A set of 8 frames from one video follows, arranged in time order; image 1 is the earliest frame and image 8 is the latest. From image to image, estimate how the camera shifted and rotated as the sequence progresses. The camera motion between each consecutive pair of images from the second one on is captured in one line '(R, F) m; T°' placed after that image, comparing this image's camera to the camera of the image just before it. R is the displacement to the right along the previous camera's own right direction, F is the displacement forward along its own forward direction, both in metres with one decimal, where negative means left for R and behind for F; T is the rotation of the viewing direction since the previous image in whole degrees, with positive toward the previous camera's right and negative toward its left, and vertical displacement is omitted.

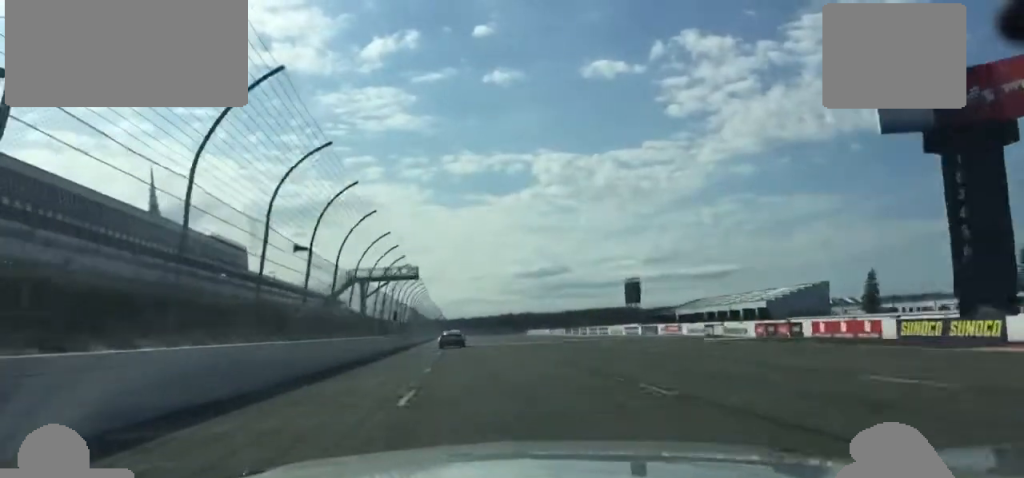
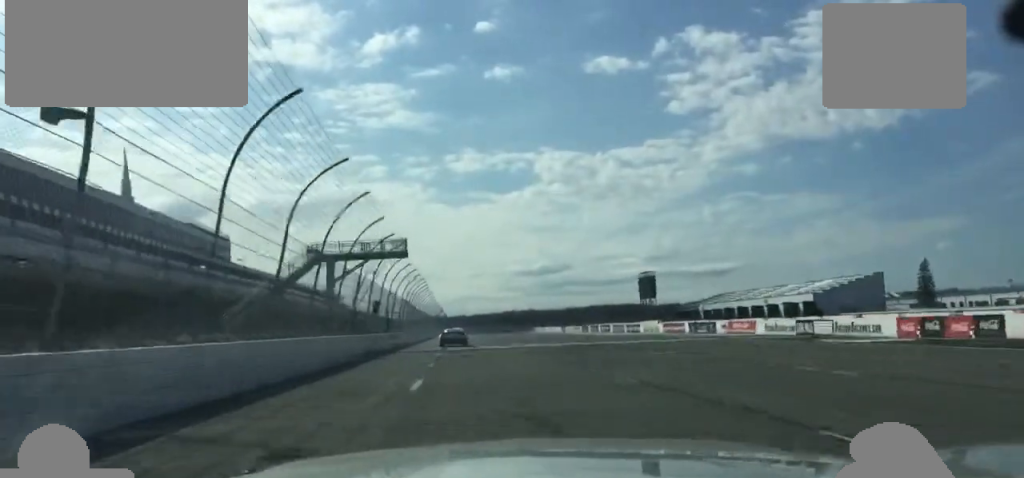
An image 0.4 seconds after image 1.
(+0.1, +20.6) m; 0°
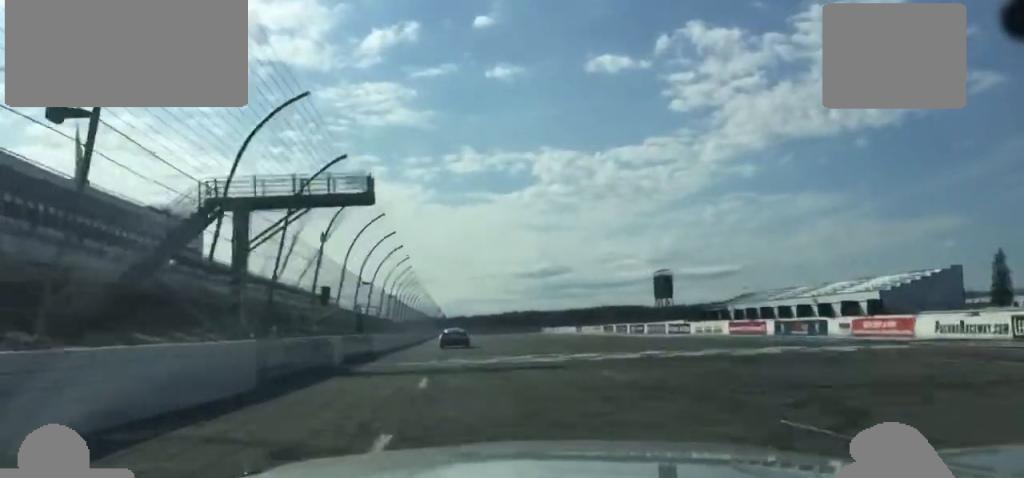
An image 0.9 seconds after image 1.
(-0.1, +22.2) m; 0°
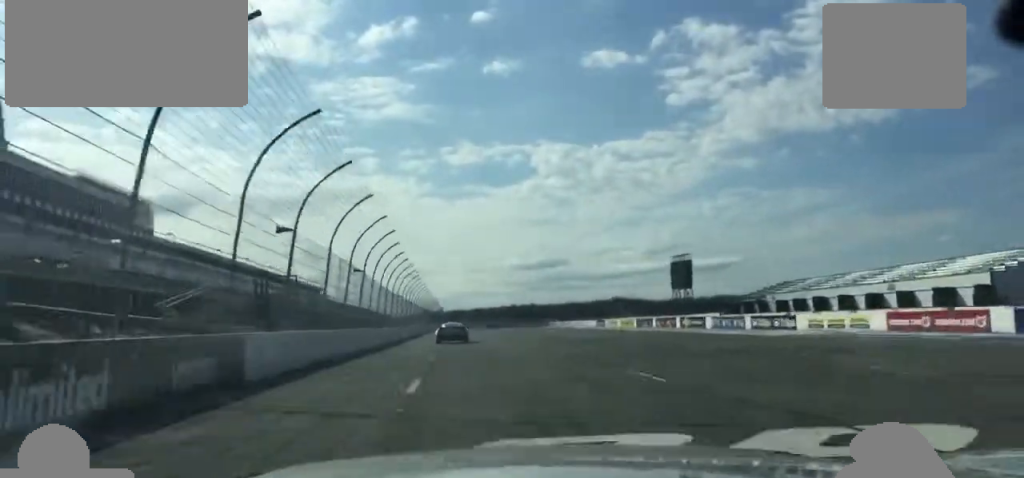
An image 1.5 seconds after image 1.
(-0.2, +27.0) m; 0°
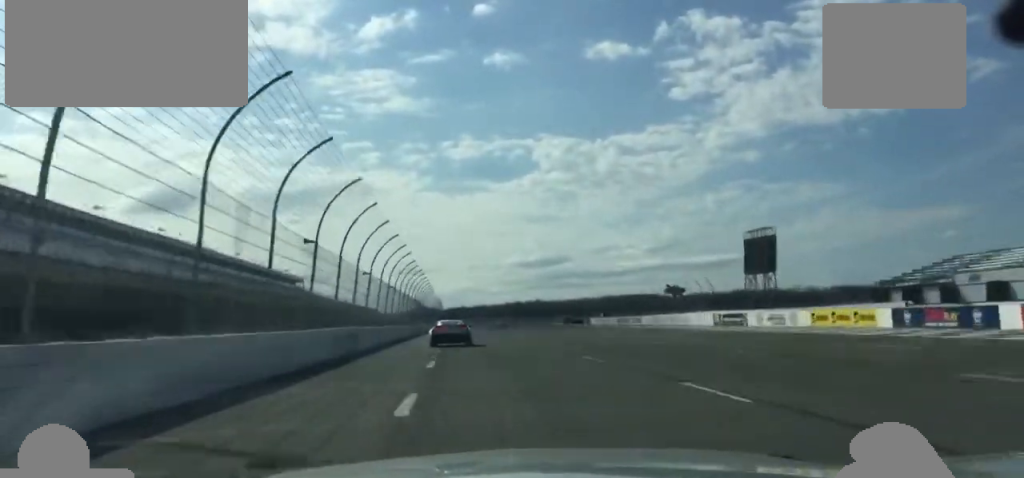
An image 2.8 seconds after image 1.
(+0.1, +60.8) m; 0°
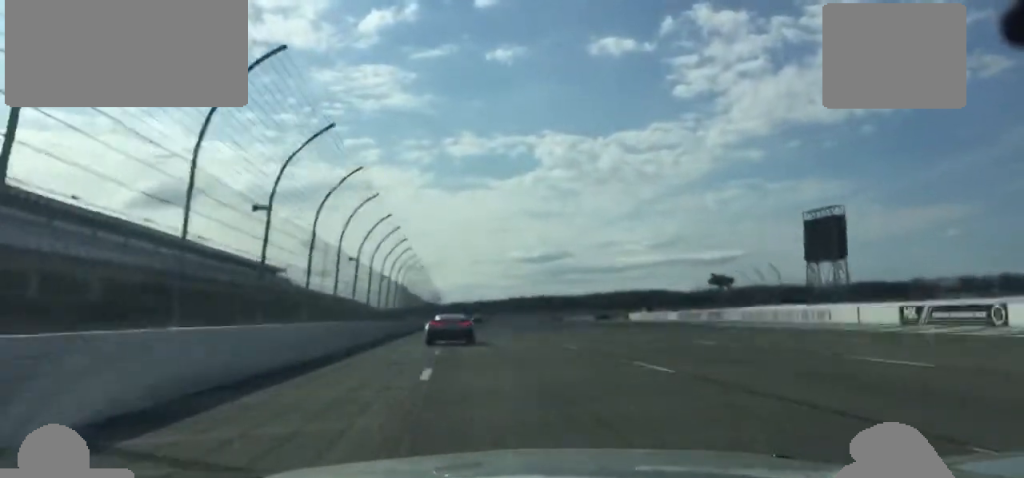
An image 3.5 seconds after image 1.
(0.0, +29.9) m; 0°
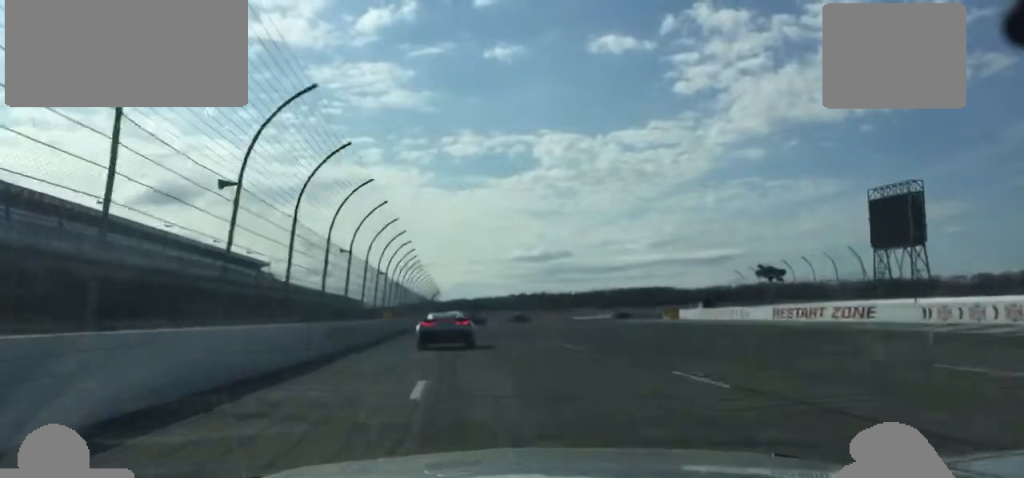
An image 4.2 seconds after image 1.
(+0.1, +25.6) m; 0°
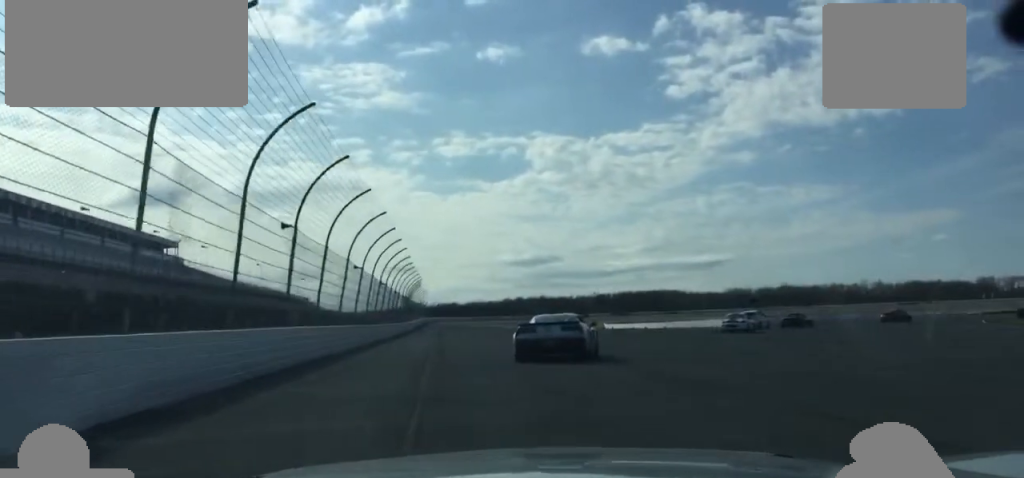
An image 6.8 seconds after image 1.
(+2.1, +82.9) m; +5°
